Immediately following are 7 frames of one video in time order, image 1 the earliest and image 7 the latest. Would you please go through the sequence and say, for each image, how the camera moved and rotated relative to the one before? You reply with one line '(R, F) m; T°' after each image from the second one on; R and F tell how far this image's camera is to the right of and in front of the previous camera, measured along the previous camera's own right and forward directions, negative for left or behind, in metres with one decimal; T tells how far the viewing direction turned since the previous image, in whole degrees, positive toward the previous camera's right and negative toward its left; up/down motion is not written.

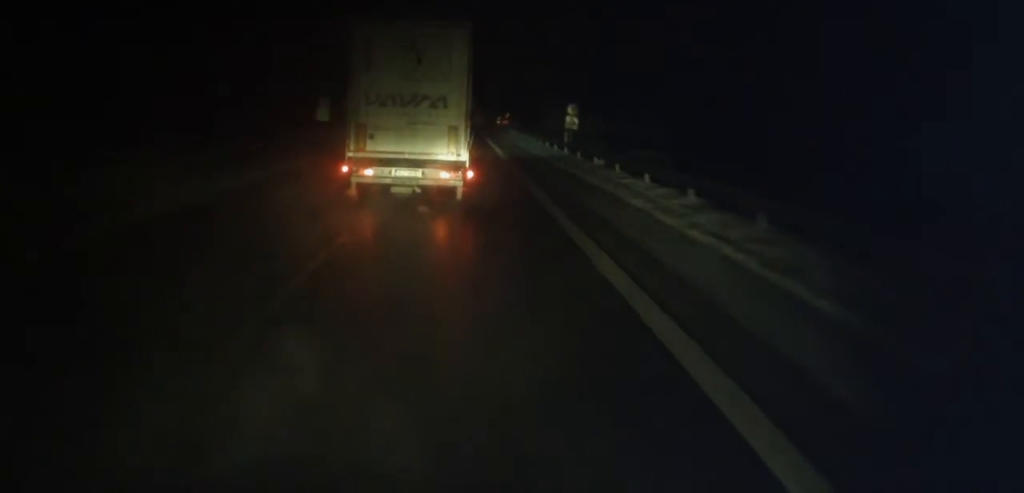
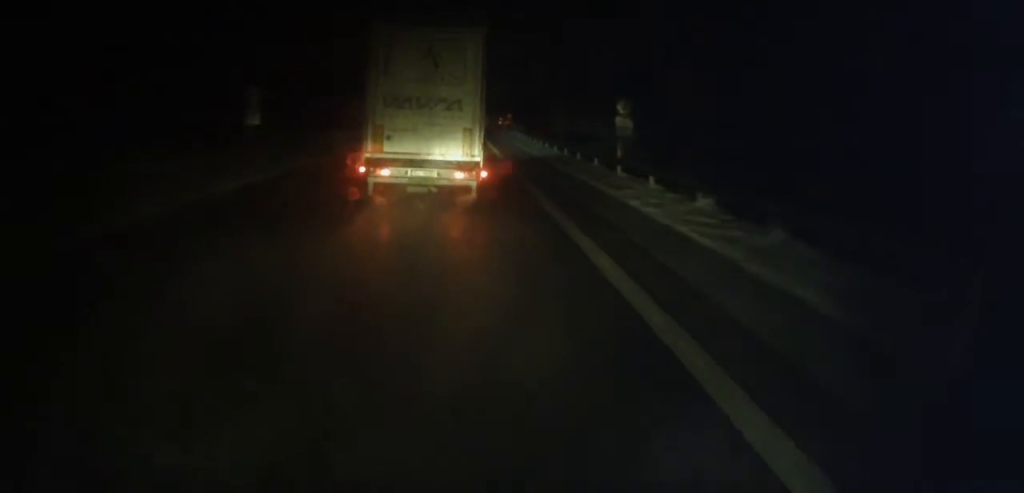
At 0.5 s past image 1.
(-0.2, +12.8) m; 0°
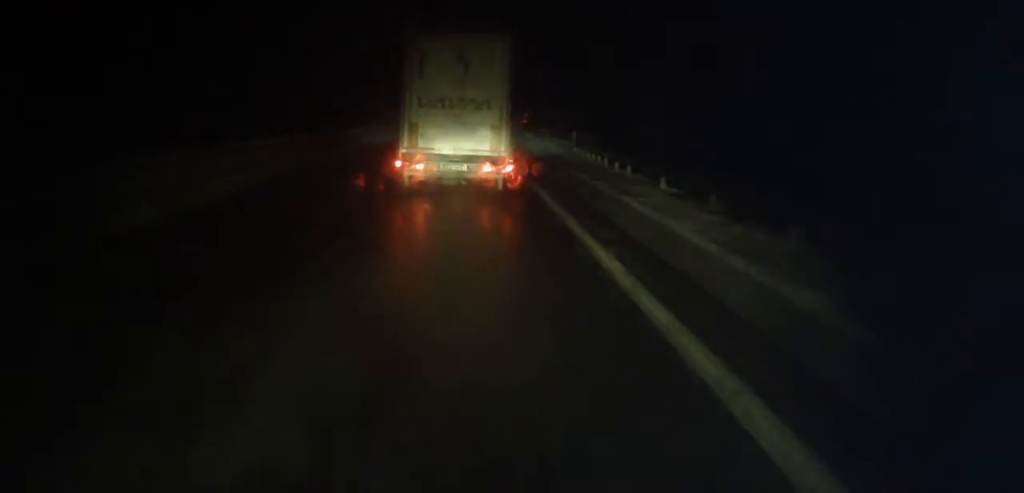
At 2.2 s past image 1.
(+0.9, +40.7) m; +1°
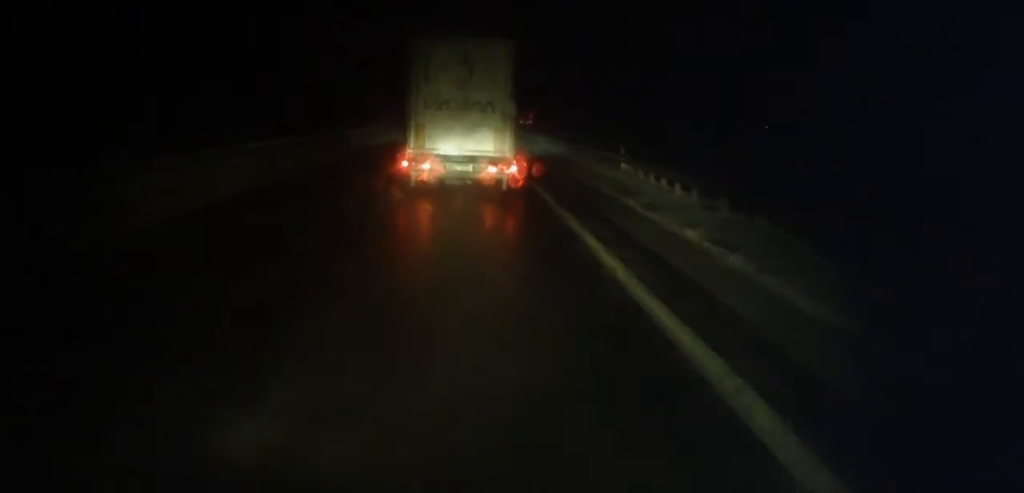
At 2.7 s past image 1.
(0.0, +10.4) m; 0°
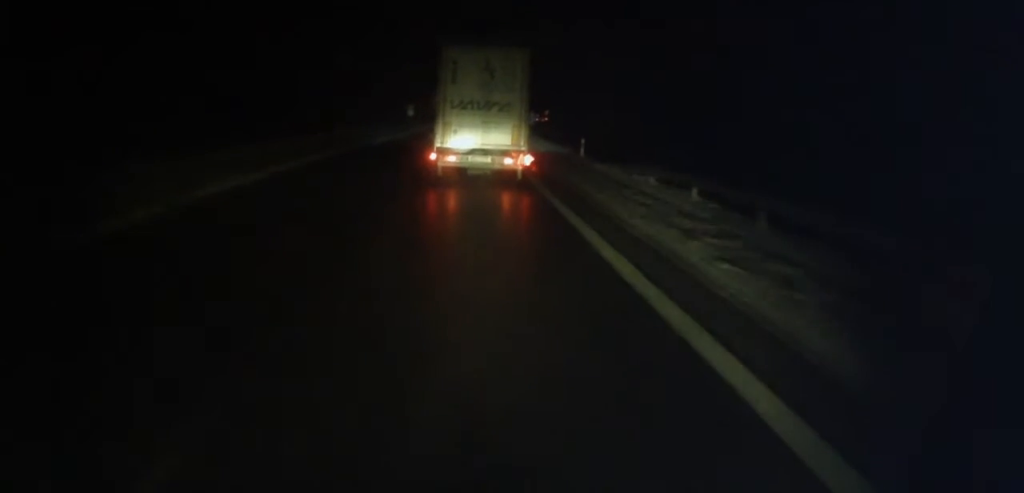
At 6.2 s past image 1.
(+1.4, +84.0) m; +2°
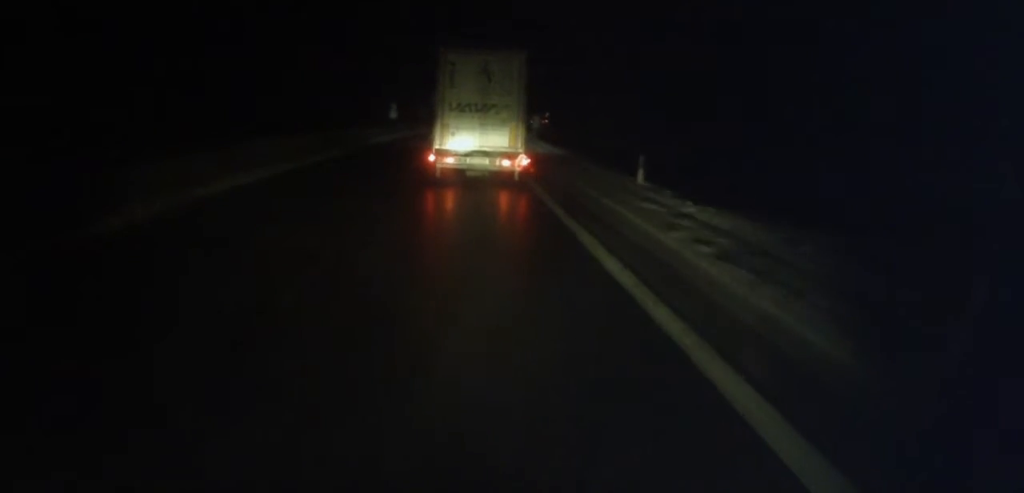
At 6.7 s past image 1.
(0.0, +12.0) m; +1°
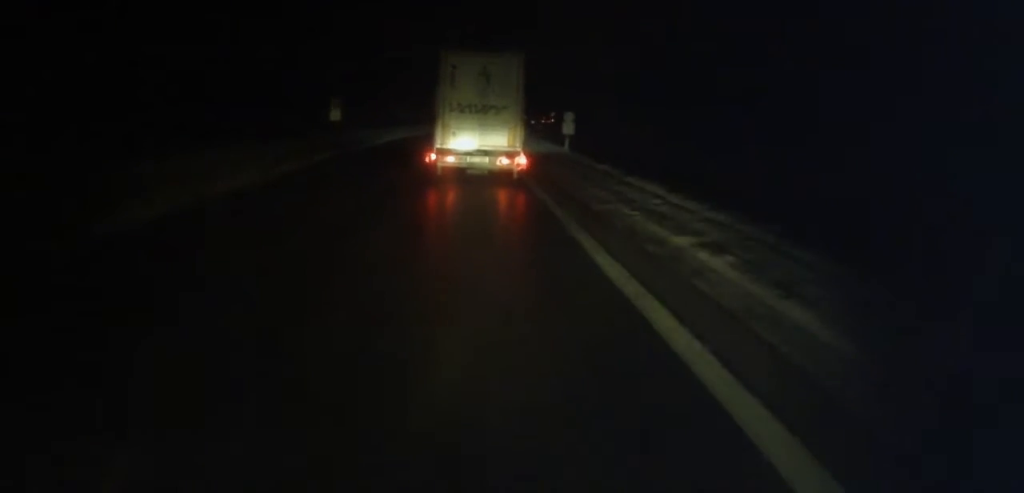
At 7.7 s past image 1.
(+0.4, +25.7) m; +2°
